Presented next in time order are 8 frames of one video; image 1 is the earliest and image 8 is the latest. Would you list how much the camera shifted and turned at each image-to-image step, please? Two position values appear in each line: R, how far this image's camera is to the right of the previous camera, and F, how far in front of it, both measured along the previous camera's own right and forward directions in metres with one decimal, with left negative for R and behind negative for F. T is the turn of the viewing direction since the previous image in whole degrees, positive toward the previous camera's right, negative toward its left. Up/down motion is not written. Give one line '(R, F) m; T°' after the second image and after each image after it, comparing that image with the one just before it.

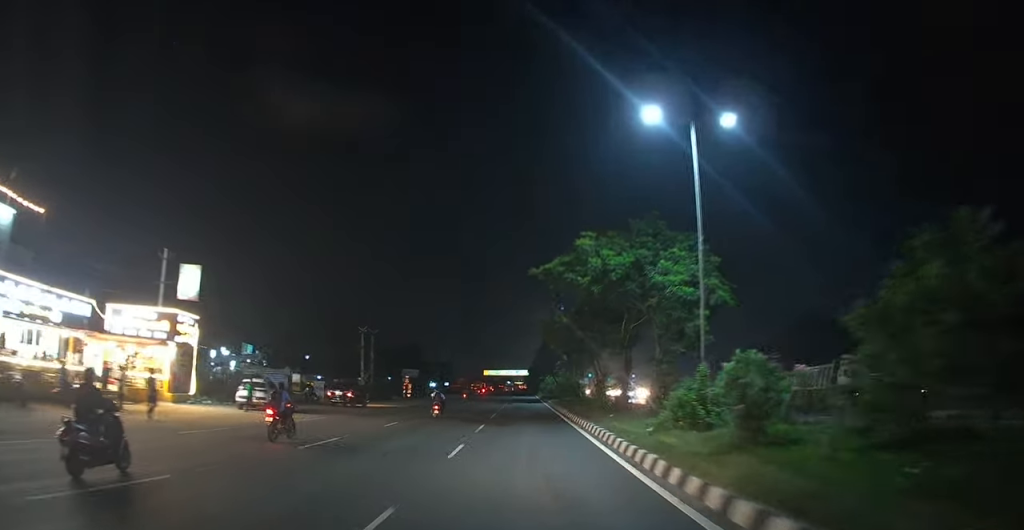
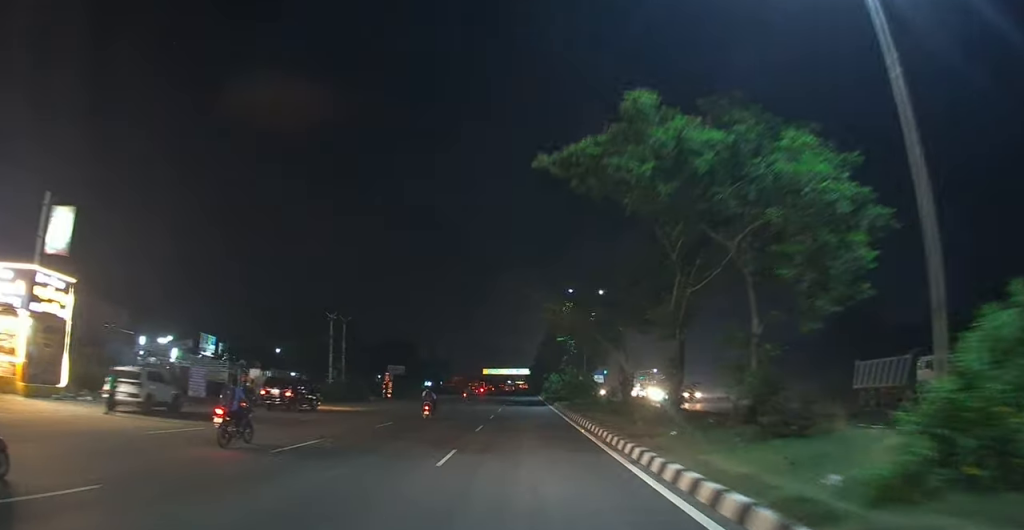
(0.0, +10.6) m; 0°
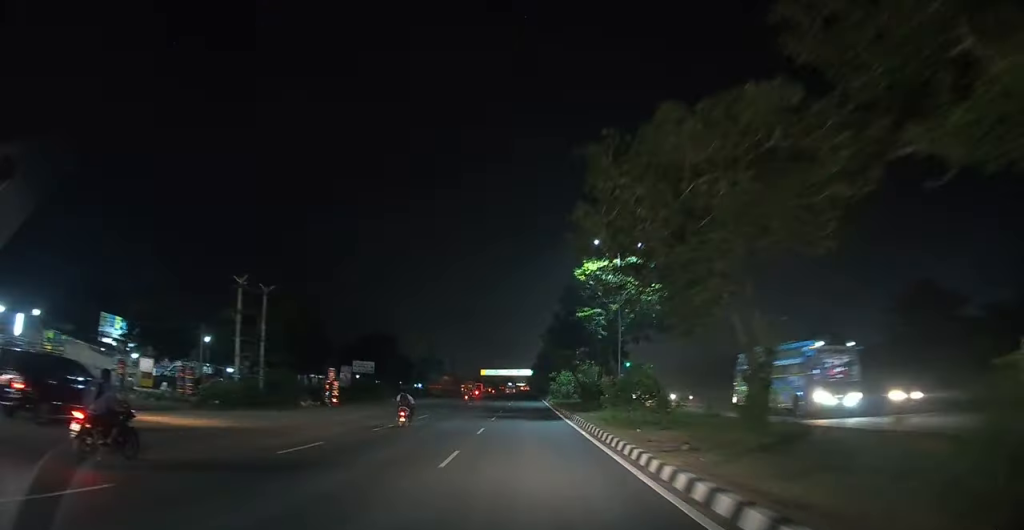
(-0.1, +17.8) m; -1°
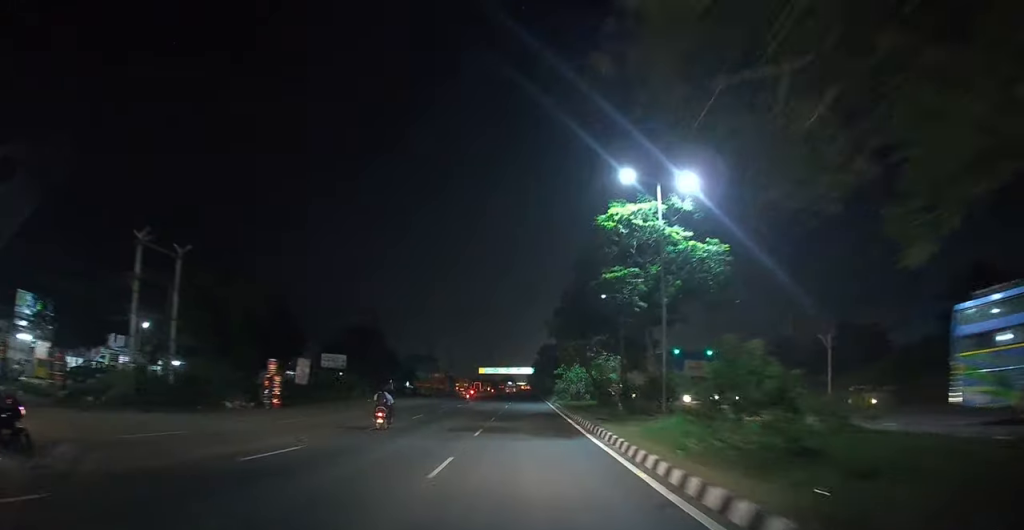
(-0.2, +10.4) m; 0°
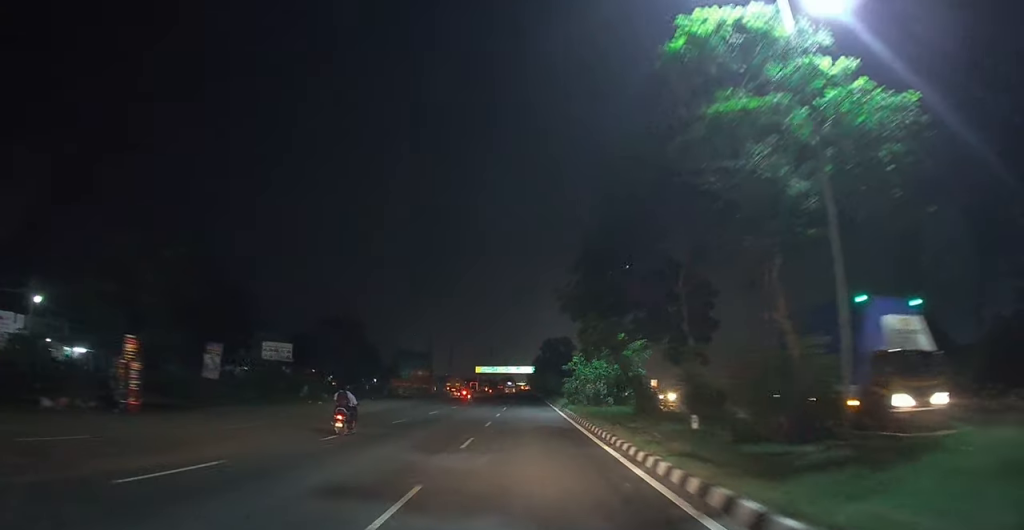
(+0.2, +13.0) m; +1°
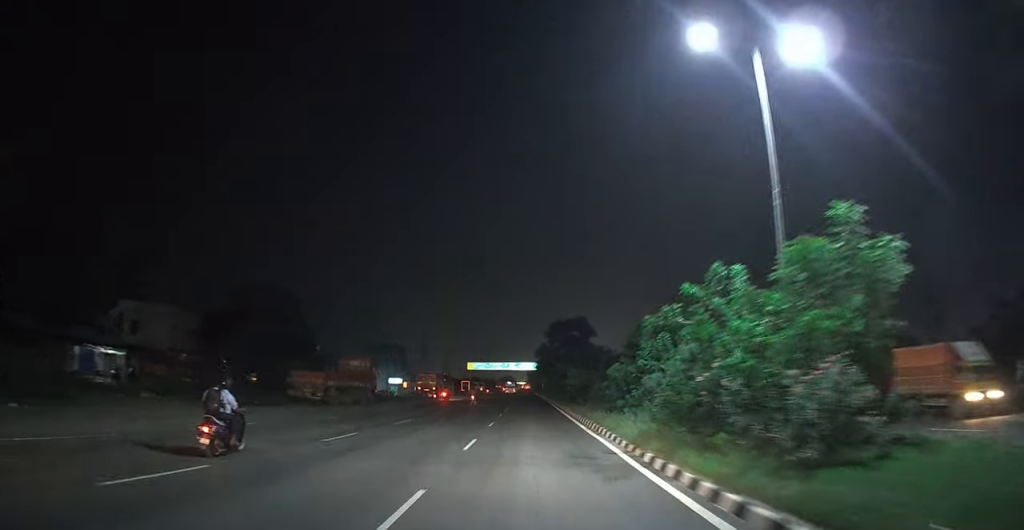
(+0.3, +27.3) m; +2°
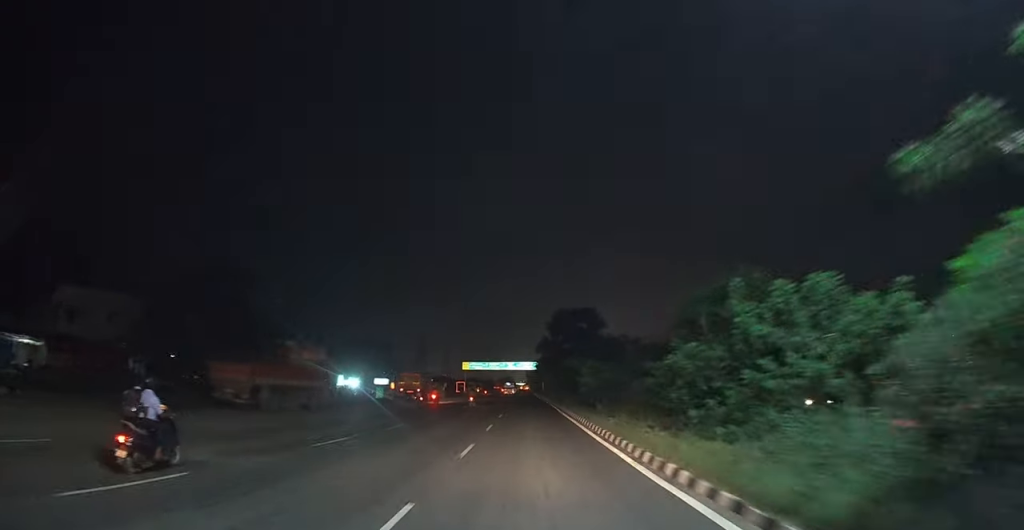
(+0.2, +10.0) m; 0°
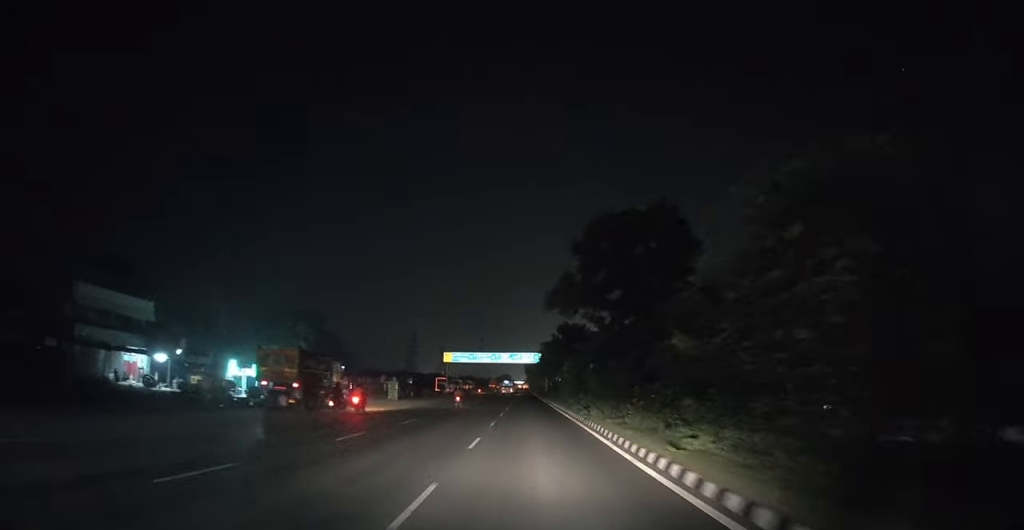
(-0.6, +34.0) m; -1°
